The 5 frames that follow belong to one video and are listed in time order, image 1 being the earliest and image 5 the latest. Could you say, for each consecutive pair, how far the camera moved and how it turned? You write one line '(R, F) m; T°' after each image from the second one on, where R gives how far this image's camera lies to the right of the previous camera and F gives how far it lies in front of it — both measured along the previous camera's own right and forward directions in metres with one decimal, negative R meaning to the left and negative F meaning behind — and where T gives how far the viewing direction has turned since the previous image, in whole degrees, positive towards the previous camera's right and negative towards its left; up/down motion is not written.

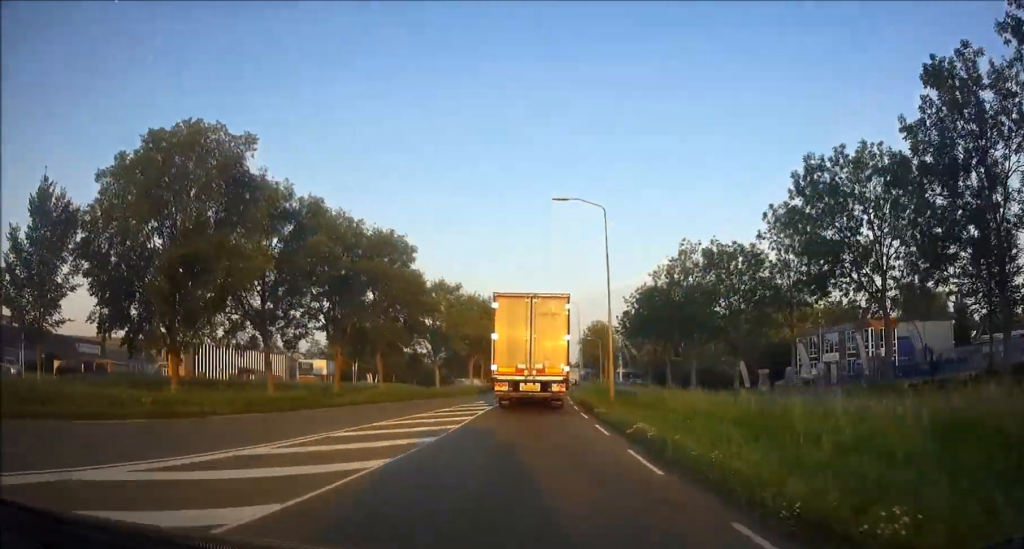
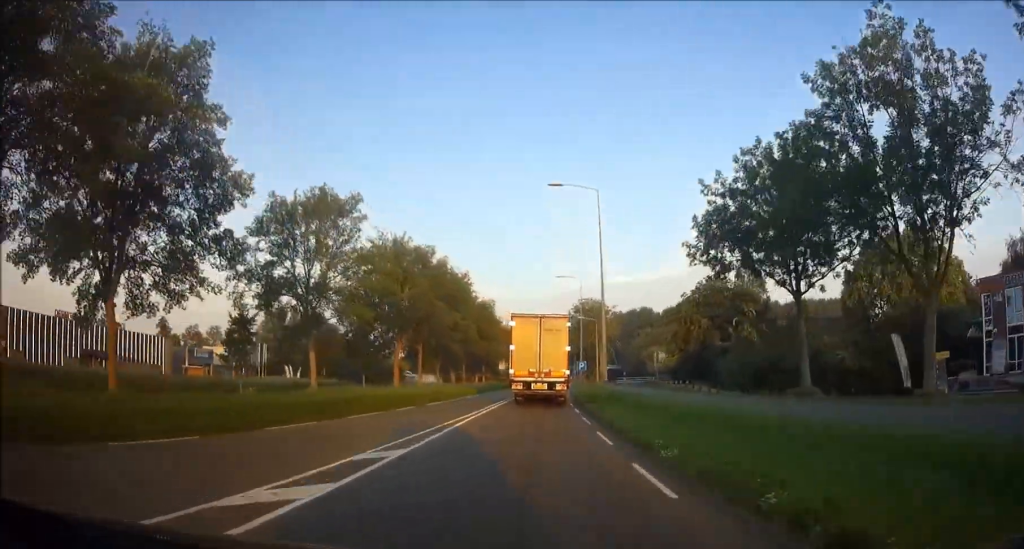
(+0.6, +44.5) m; +3°
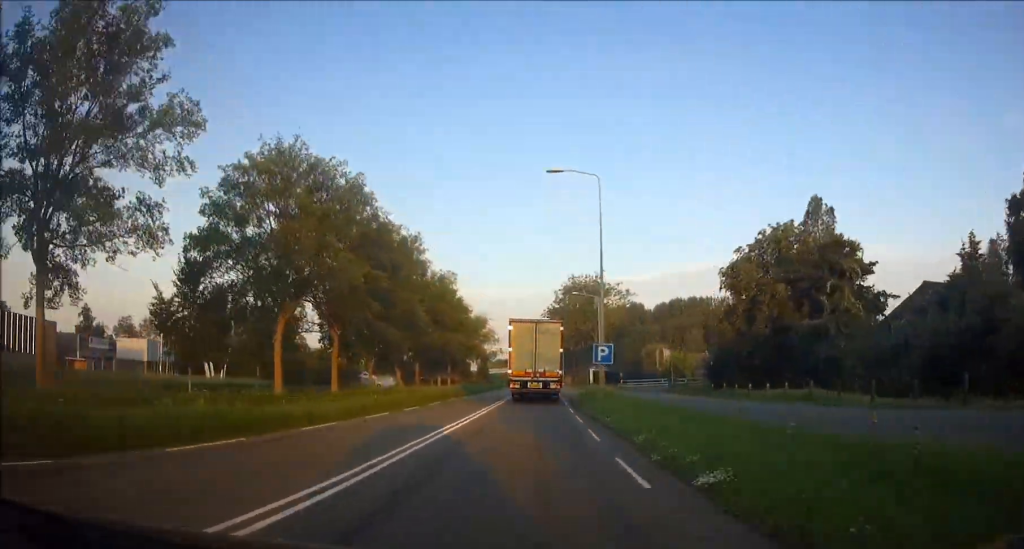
(+0.7, +29.4) m; +2°
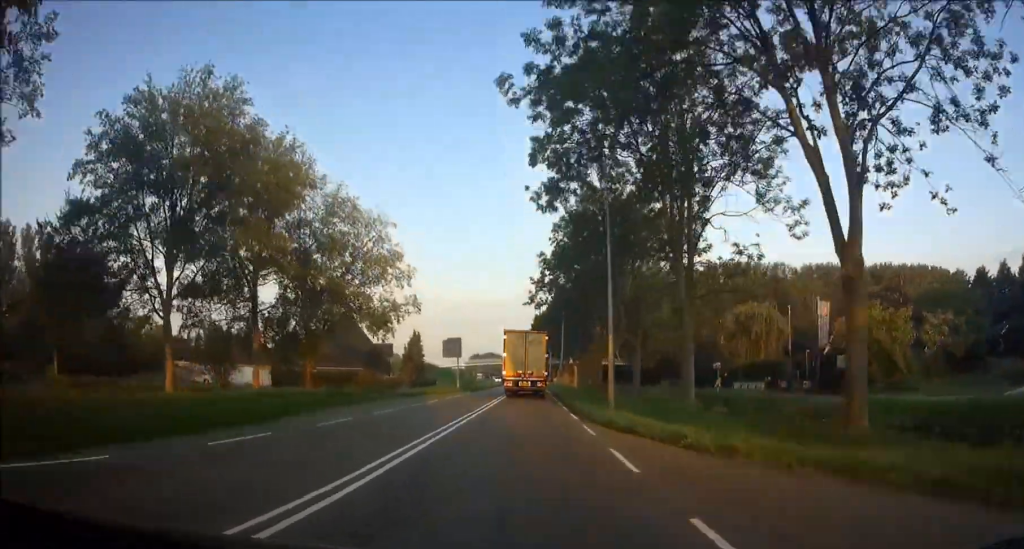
(+1.0, +82.8) m; +1°
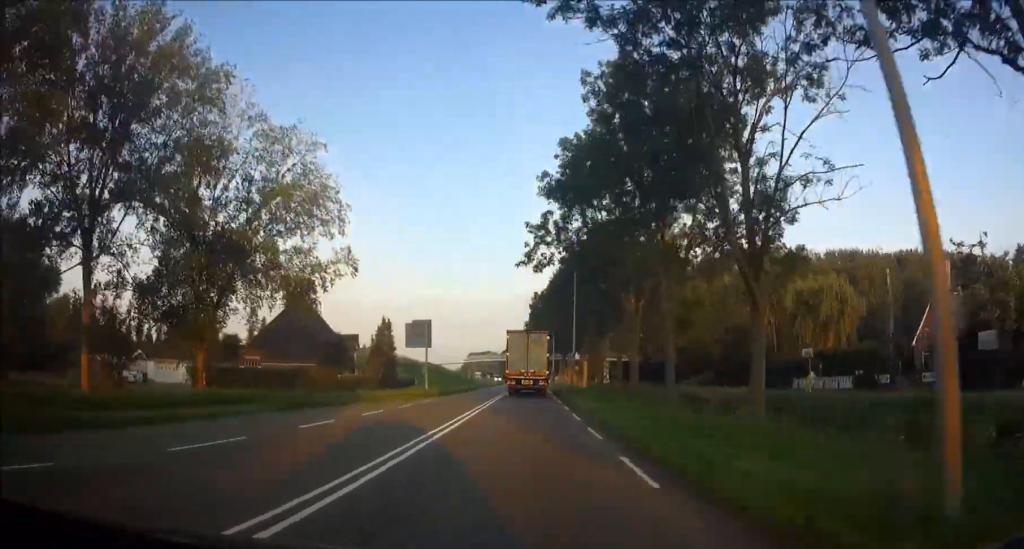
(0.0, +19.5) m; 0°
